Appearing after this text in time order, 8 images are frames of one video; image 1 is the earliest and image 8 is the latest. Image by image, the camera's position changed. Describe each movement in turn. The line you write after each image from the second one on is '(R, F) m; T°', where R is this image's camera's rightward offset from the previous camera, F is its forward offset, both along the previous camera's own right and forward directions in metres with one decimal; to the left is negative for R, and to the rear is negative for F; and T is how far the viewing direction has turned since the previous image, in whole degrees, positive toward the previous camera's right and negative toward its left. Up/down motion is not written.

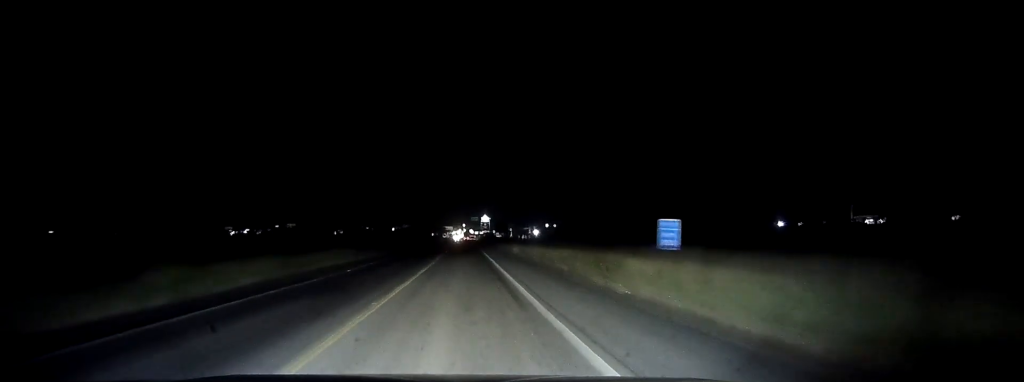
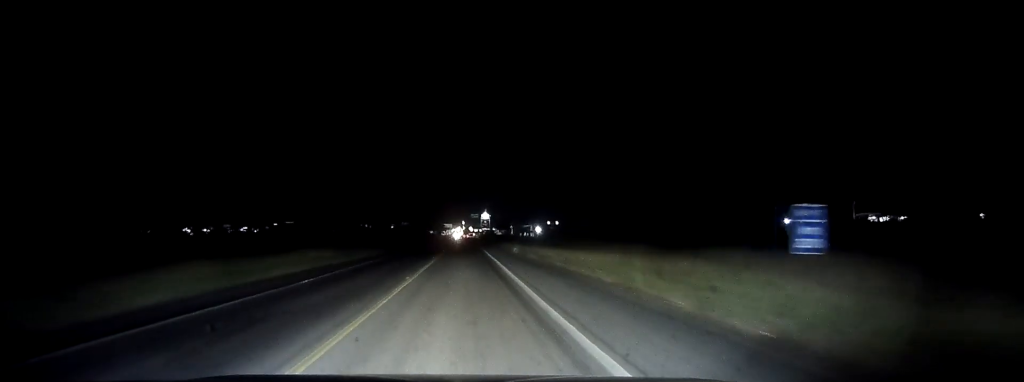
(0.0, +8.7) m; 0°
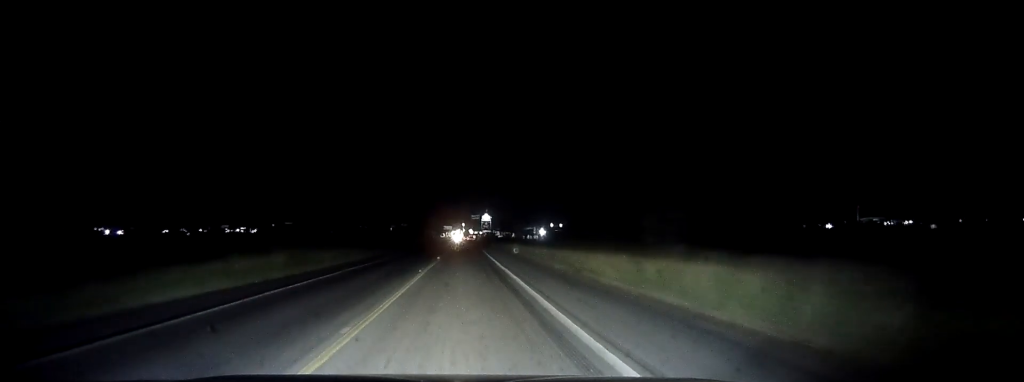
(0.0, +11.5) m; 0°
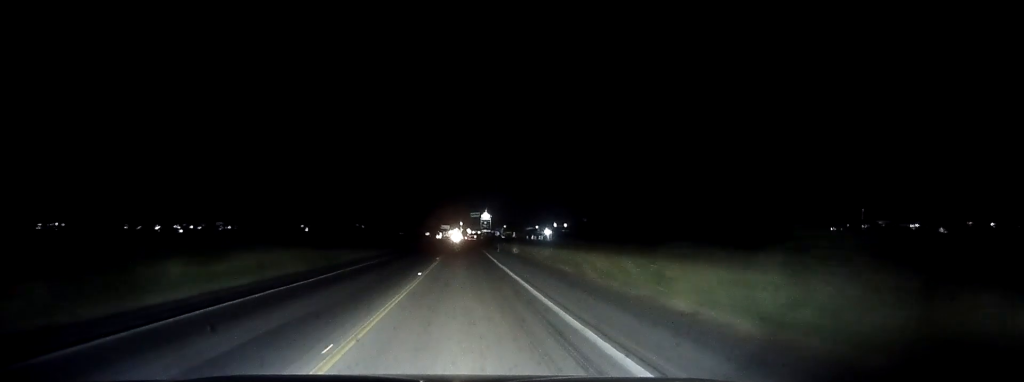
(0.0, +17.9) m; 0°
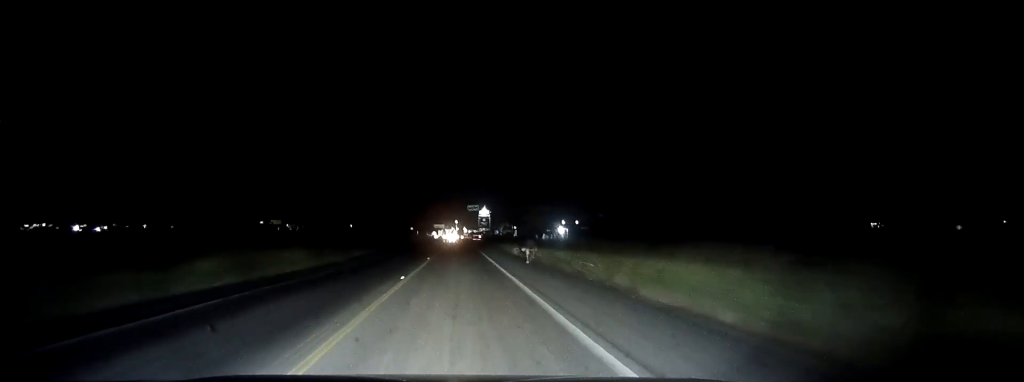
(+0.4, +36.2) m; +1°
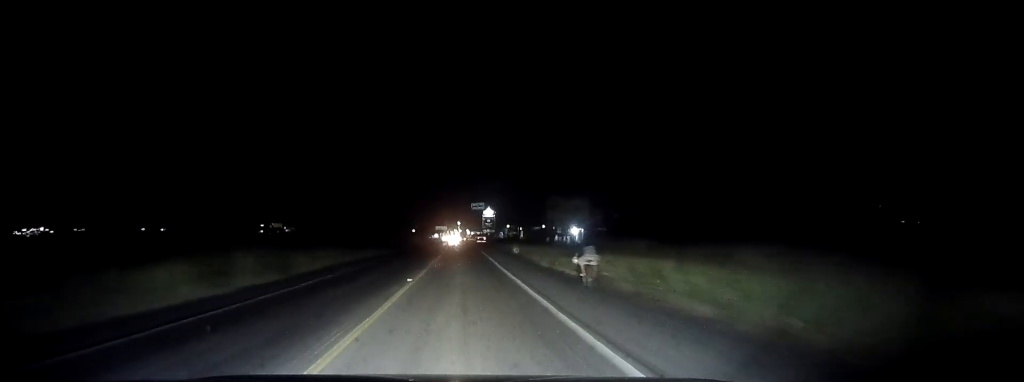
(0.0, +15.3) m; 0°
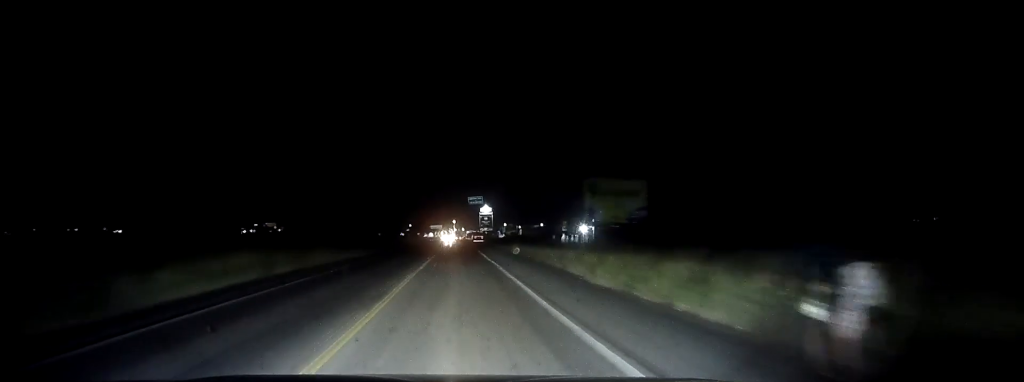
(+0.1, +15.8) m; 0°
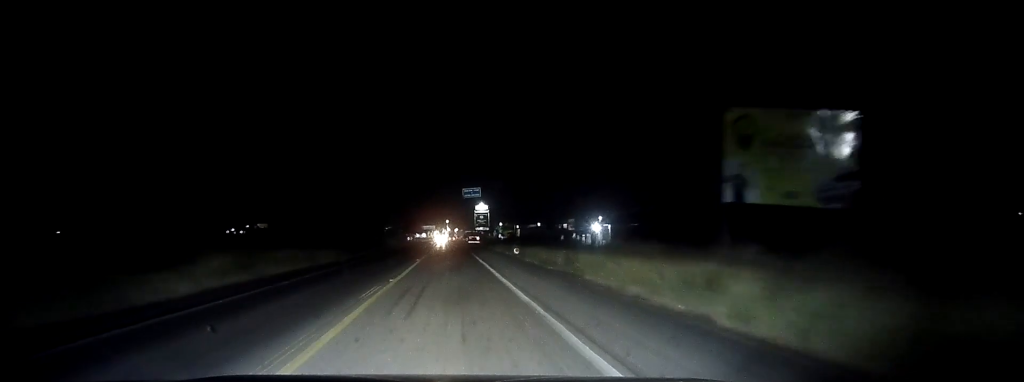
(+0.1, +17.5) m; 0°
